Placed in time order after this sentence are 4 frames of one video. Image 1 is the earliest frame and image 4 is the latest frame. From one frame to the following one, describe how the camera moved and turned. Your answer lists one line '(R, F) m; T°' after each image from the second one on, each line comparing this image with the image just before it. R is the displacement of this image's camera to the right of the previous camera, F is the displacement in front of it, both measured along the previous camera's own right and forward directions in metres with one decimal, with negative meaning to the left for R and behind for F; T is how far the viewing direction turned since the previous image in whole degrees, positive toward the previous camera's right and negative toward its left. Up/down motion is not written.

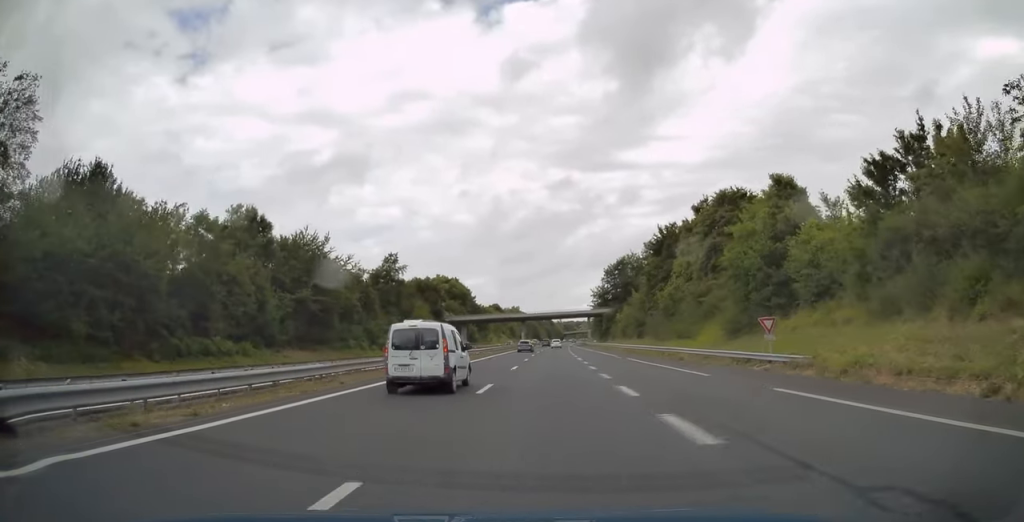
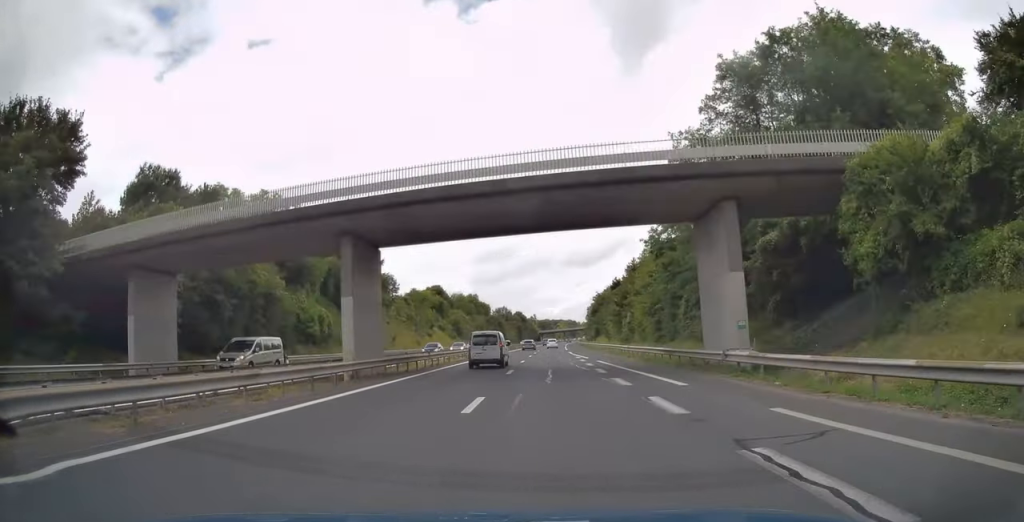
(+2.2, +107.9) m; +3°
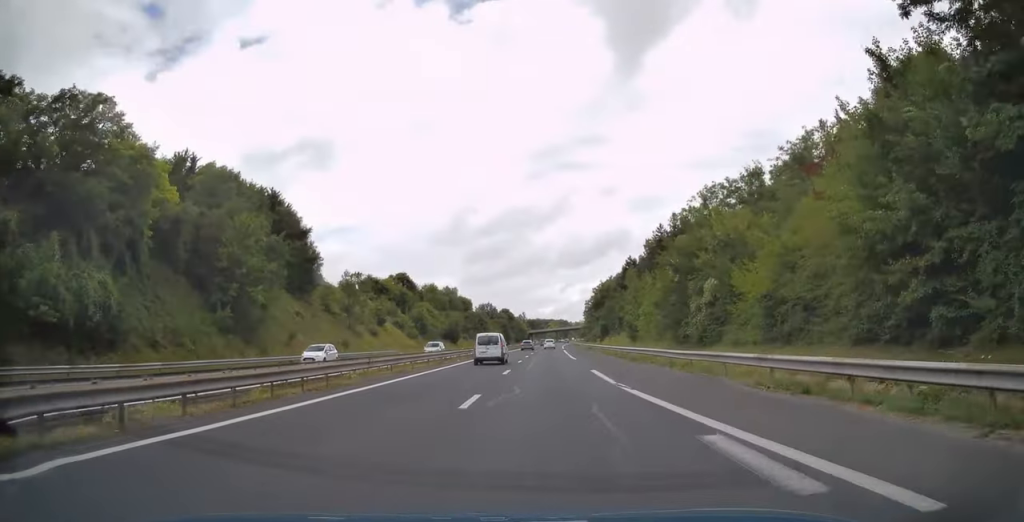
(+0.3, +38.1) m; +1°
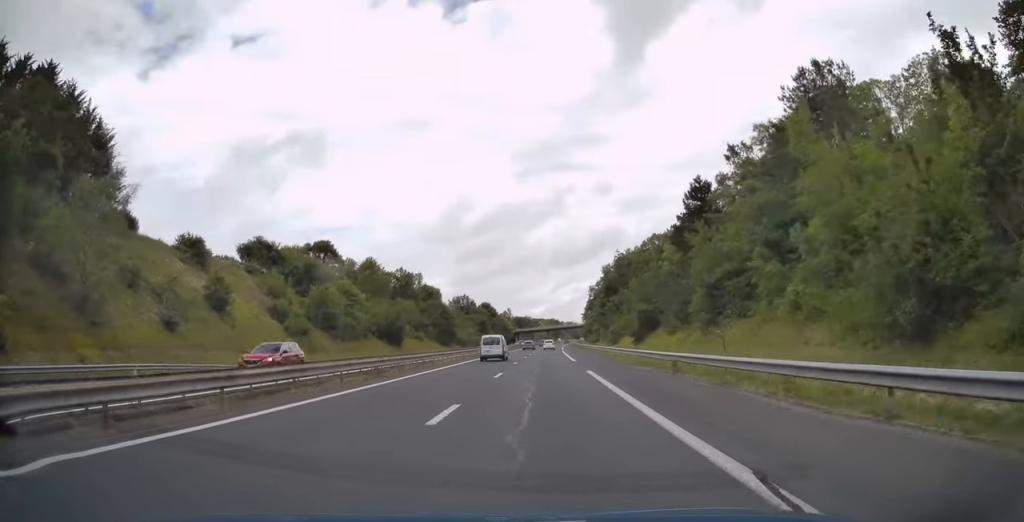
(+0.4, +54.3) m; +1°
